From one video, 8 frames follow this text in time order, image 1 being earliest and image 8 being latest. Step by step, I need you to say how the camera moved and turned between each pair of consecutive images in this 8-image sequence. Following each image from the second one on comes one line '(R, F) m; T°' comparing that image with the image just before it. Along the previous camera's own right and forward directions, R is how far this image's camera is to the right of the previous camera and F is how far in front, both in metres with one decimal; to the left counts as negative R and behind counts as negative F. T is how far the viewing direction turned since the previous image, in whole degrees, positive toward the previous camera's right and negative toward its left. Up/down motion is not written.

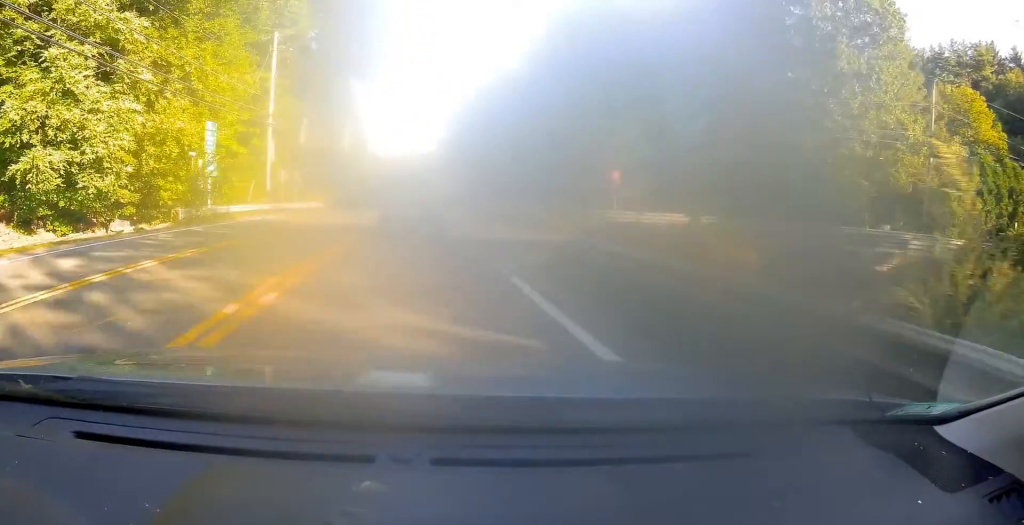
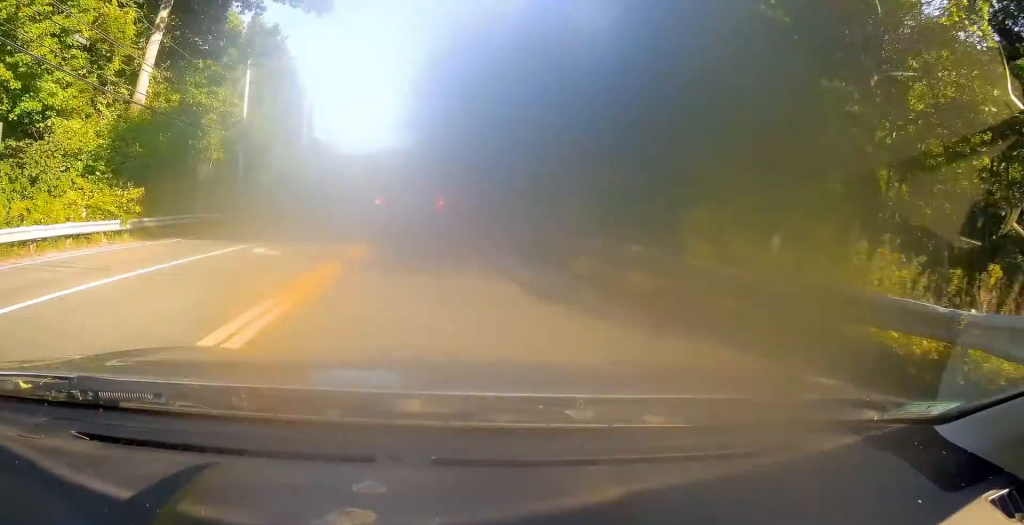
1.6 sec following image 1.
(+1.3, +30.7) m; +5°
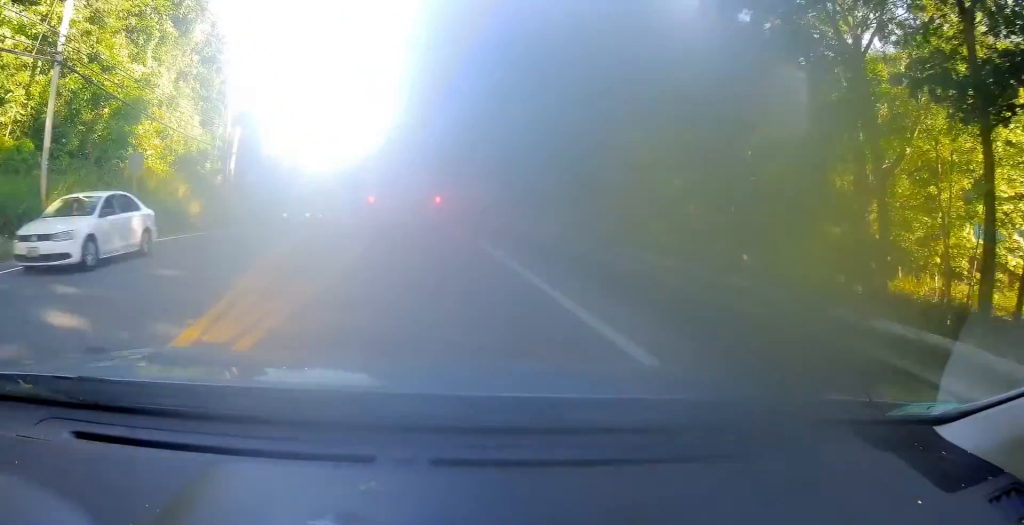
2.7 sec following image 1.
(+0.3, +20.6) m; +1°
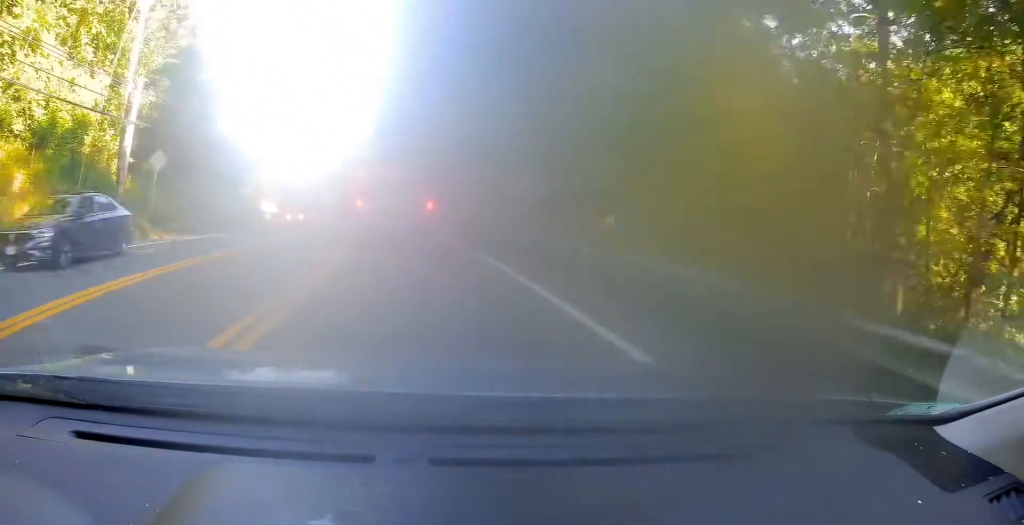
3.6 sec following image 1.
(-0.1, +15.6) m; 0°
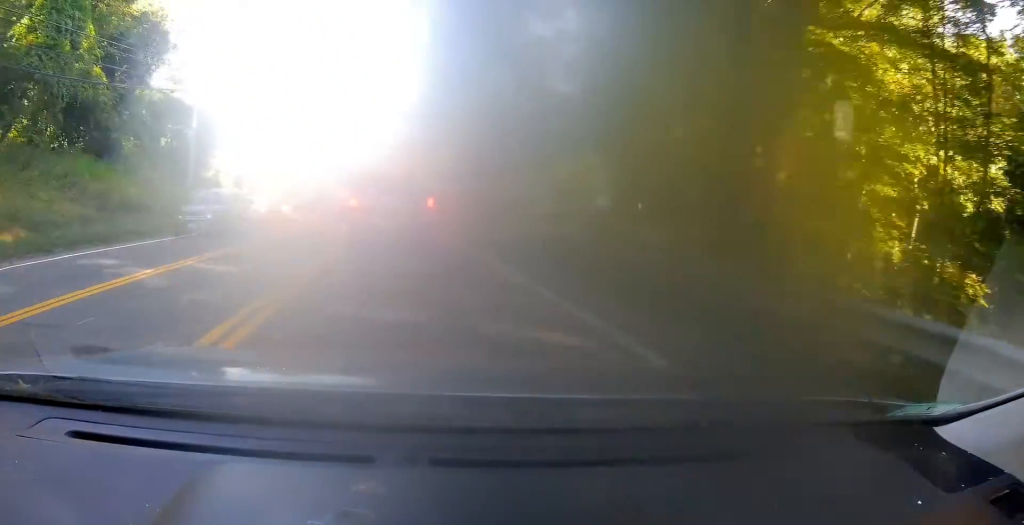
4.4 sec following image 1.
(+0.1, +16.3) m; 0°
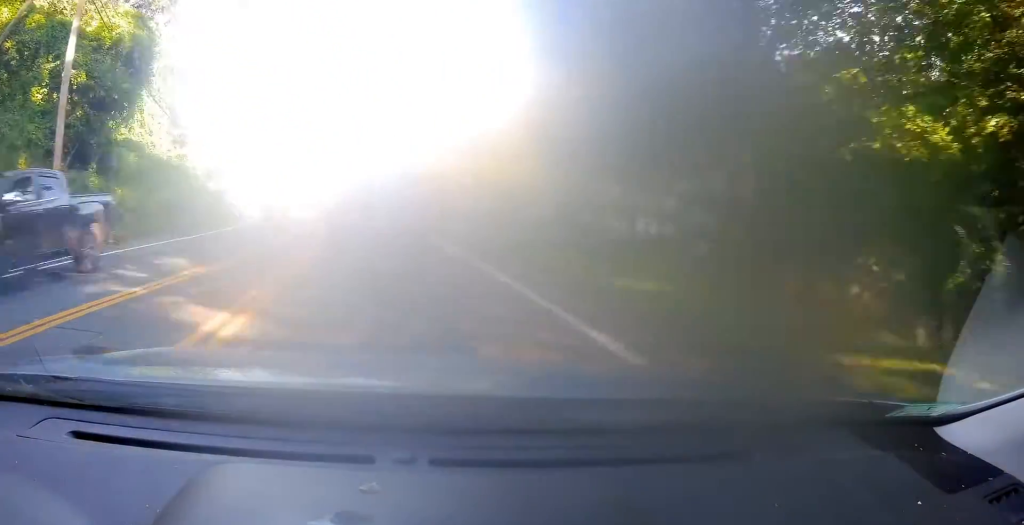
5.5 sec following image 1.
(-0.3, +18.6) m; -3°
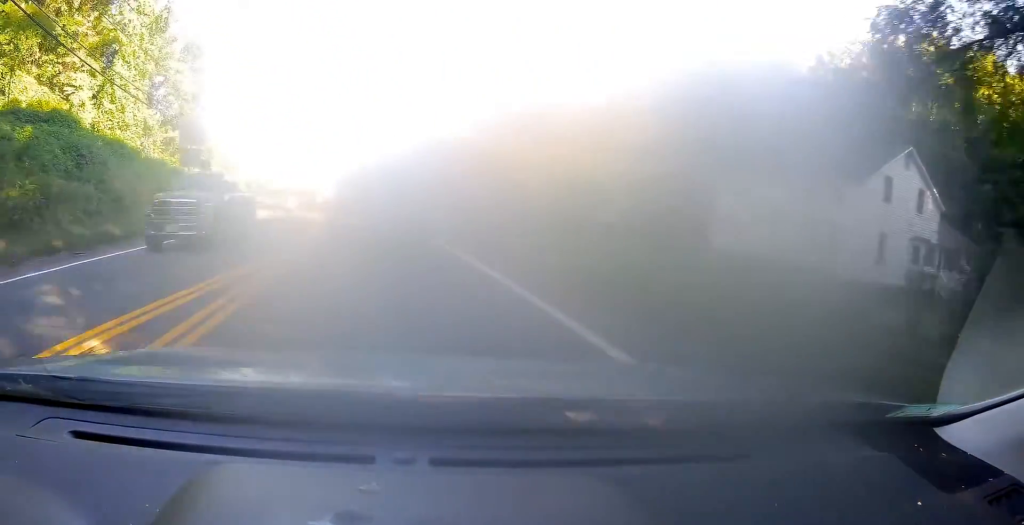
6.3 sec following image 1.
(-0.4, +13.8) m; -4°
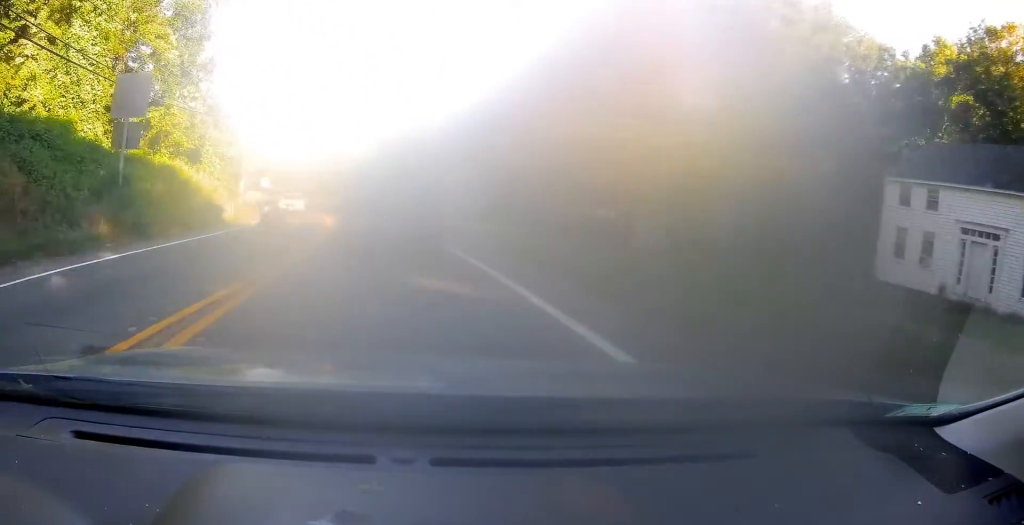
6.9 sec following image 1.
(-0.5, +11.0) m; -5°
